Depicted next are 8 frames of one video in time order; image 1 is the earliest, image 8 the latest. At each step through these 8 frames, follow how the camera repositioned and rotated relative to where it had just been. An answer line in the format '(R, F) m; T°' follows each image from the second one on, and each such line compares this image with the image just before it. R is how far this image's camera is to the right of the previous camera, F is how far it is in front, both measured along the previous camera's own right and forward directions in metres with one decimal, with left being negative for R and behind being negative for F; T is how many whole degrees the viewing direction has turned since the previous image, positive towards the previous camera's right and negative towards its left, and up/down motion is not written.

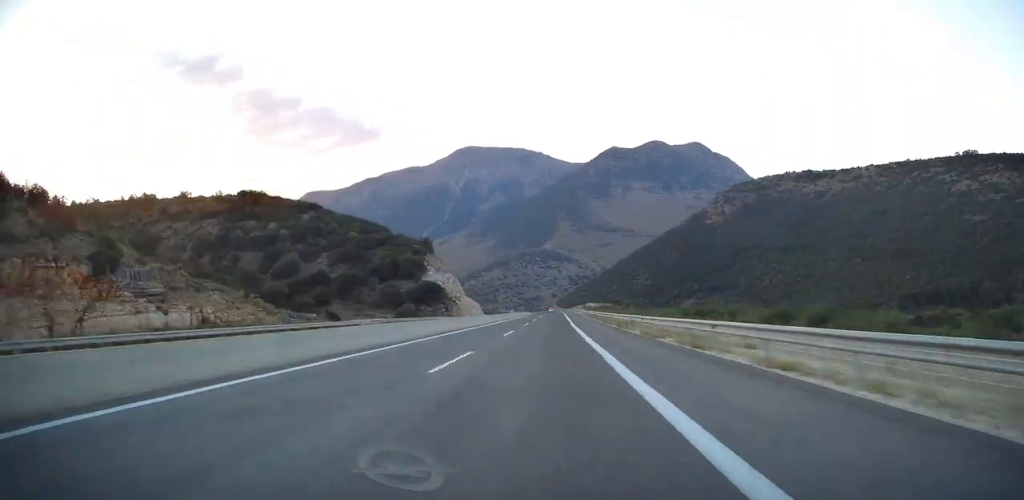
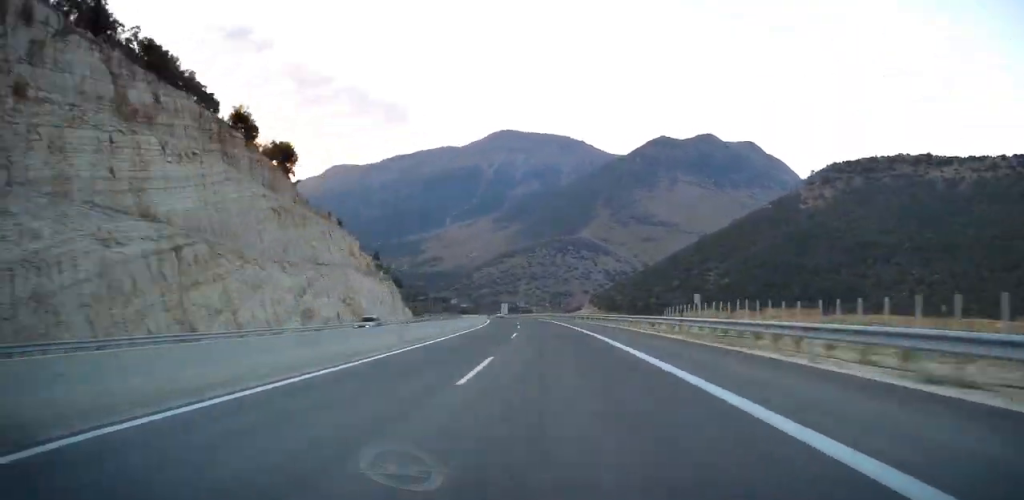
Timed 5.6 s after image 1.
(-0.1, +206.4) m; -2°
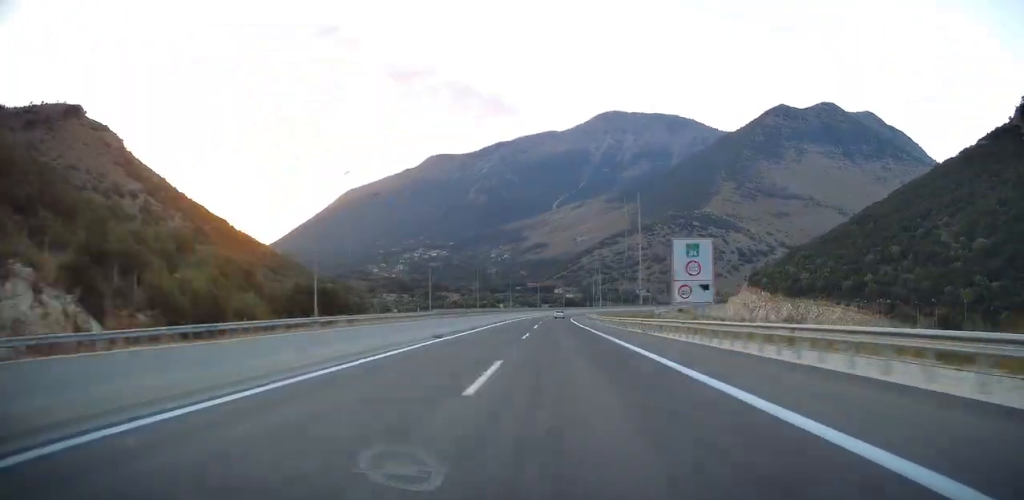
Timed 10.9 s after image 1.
(-17.0, +194.0) m; 0°
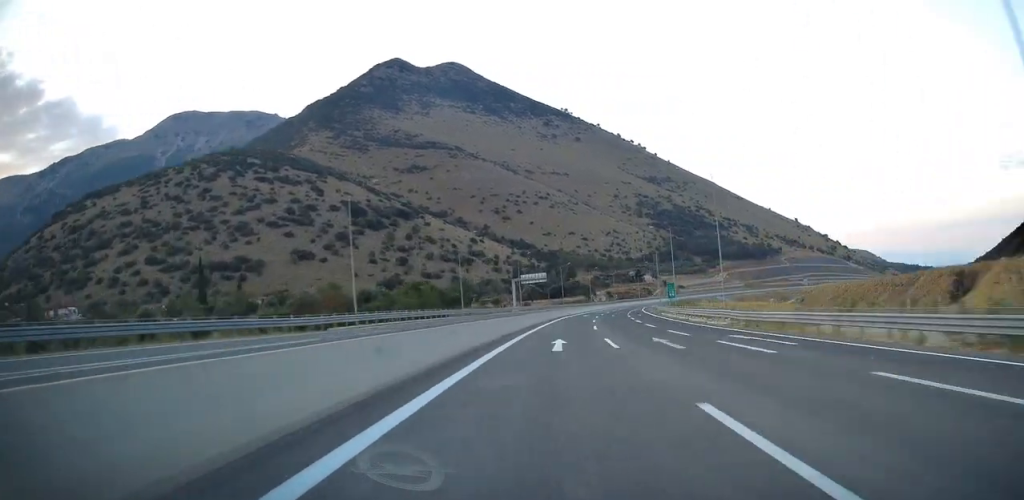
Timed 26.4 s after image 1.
(+148.6, +530.7) m; +39°
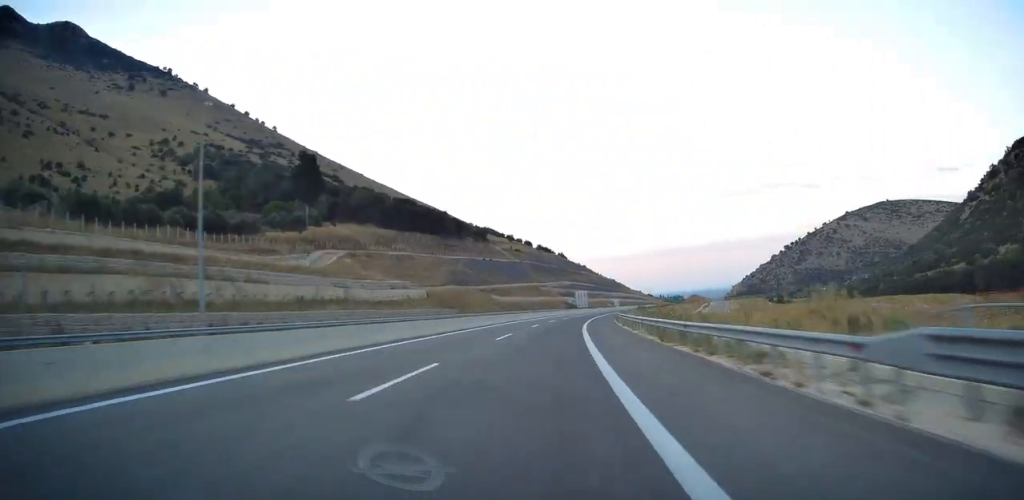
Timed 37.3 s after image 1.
(+113.1, +383.1) m; +30°
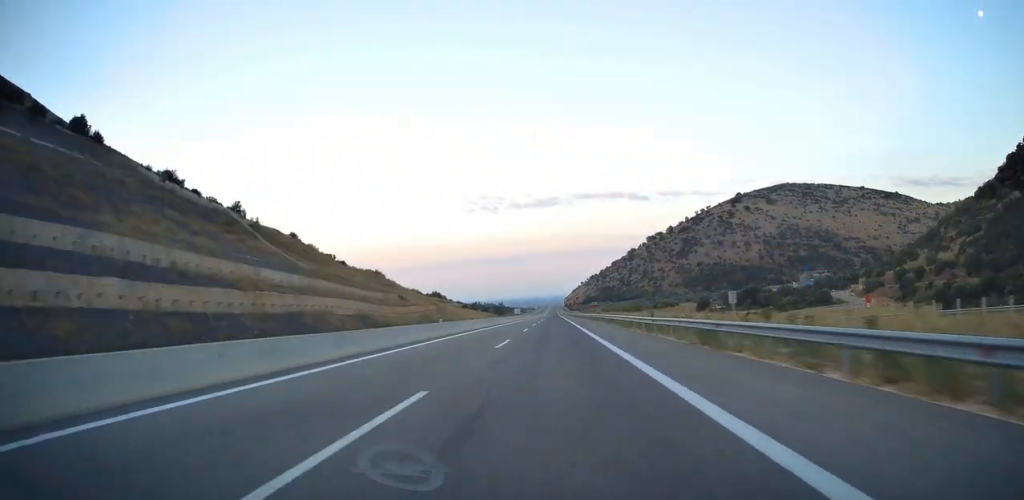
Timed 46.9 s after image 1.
(+59.6, +362.0) m; +11°
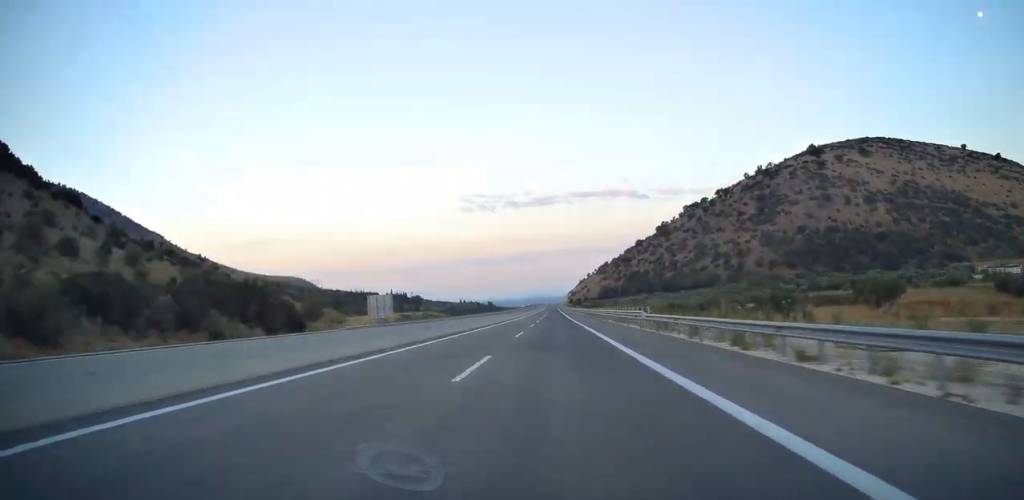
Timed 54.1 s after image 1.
(+6.0, +279.8) m; +1°
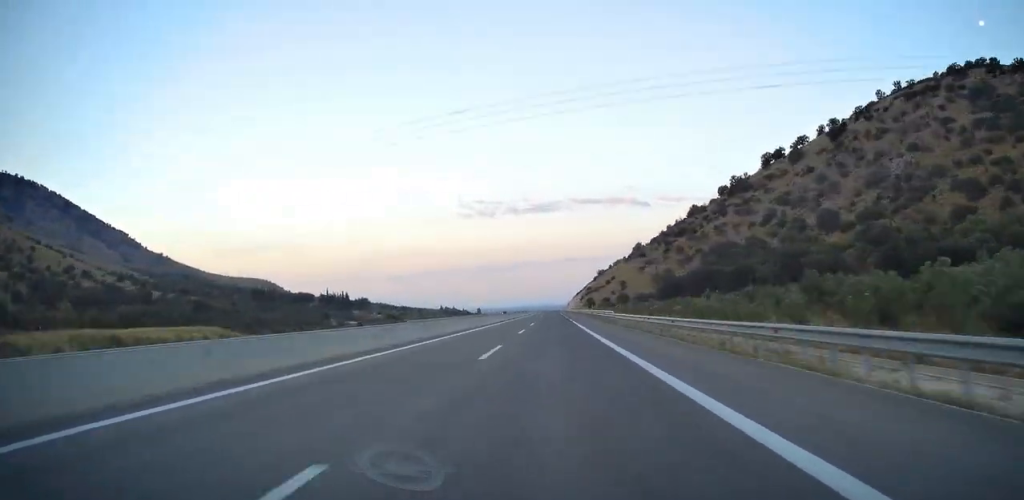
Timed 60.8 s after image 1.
(-0.2, +261.9) m; 0°
